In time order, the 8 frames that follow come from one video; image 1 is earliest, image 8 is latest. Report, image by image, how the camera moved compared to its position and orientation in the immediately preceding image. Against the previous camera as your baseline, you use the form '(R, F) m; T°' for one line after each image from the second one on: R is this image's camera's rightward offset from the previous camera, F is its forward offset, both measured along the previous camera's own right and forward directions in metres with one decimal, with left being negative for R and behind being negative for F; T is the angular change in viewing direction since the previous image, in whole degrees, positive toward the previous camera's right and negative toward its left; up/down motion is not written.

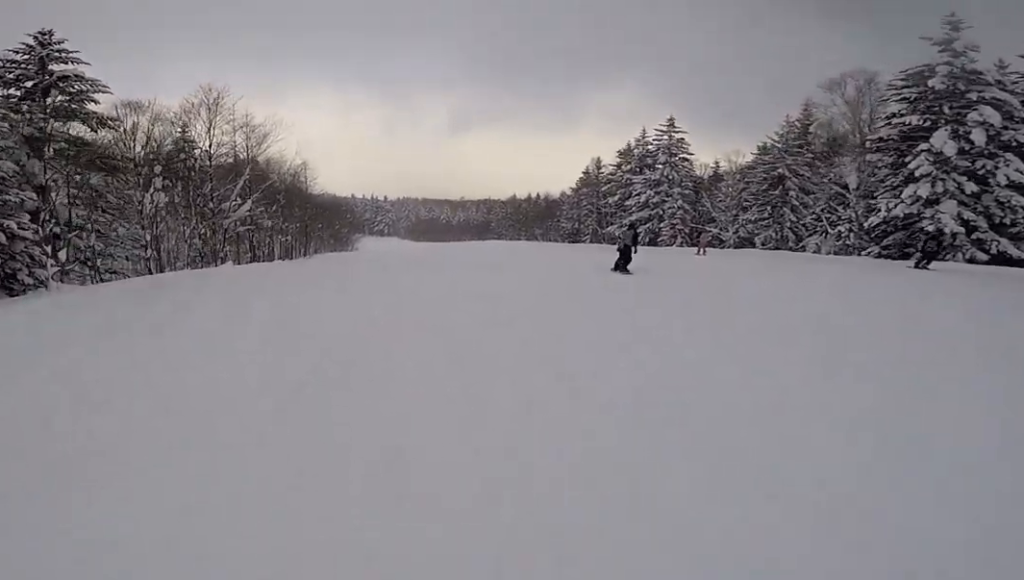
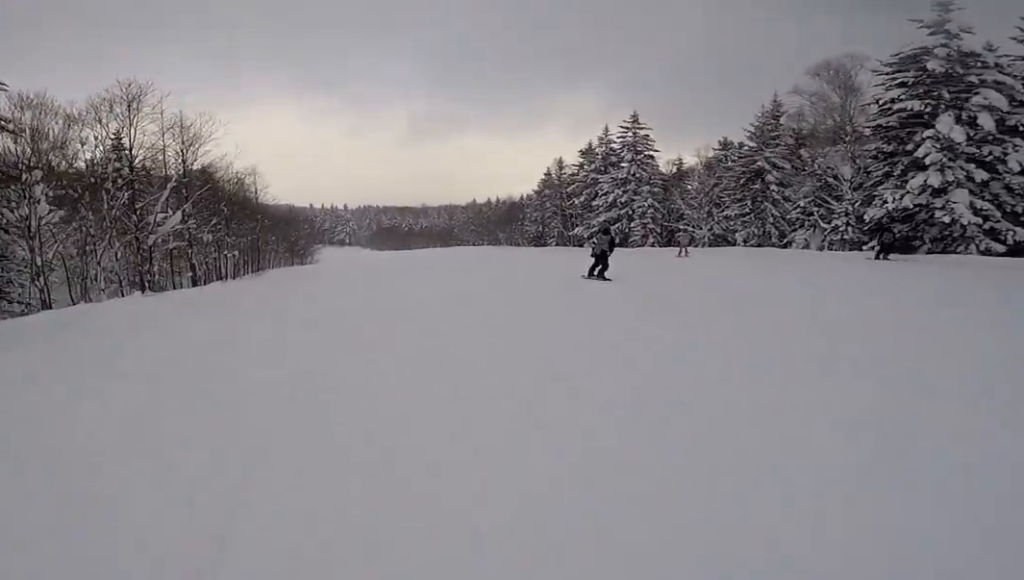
(-0.4, +3.7) m; +1°
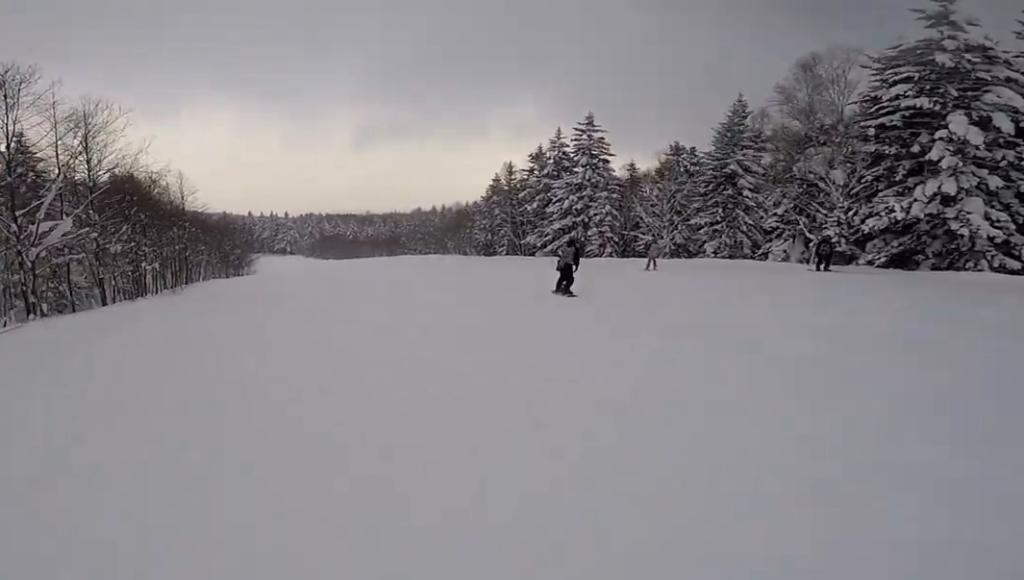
(+0.2, +3.8) m; 0°
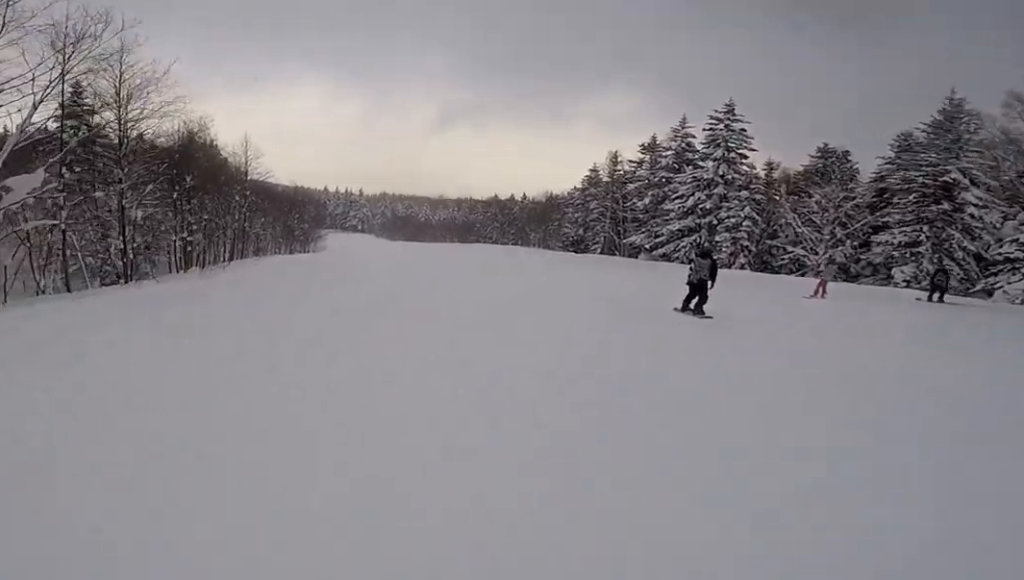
(+0.4, +6.7) m; -3°
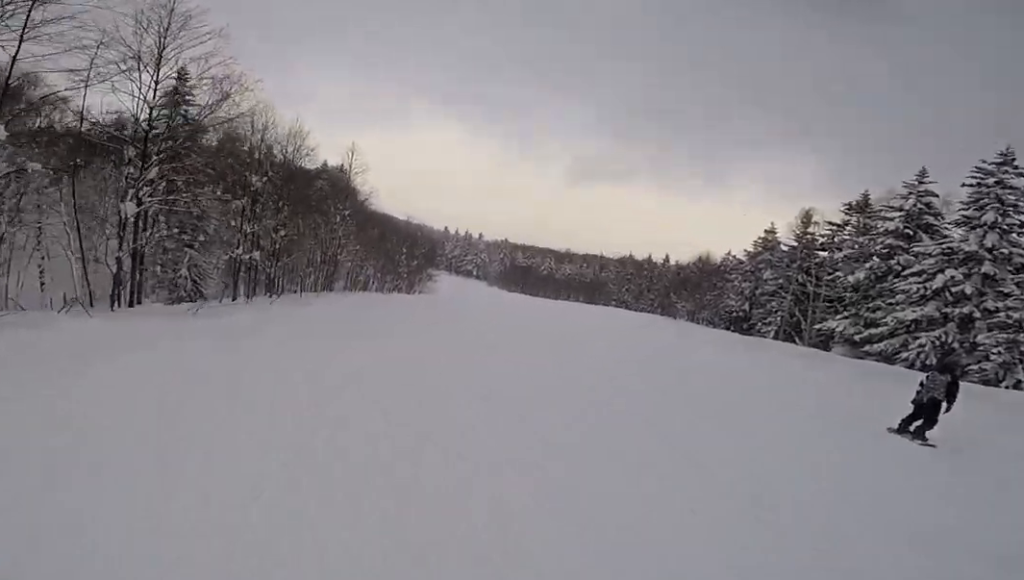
(-1.0, +9.0) m; -3°
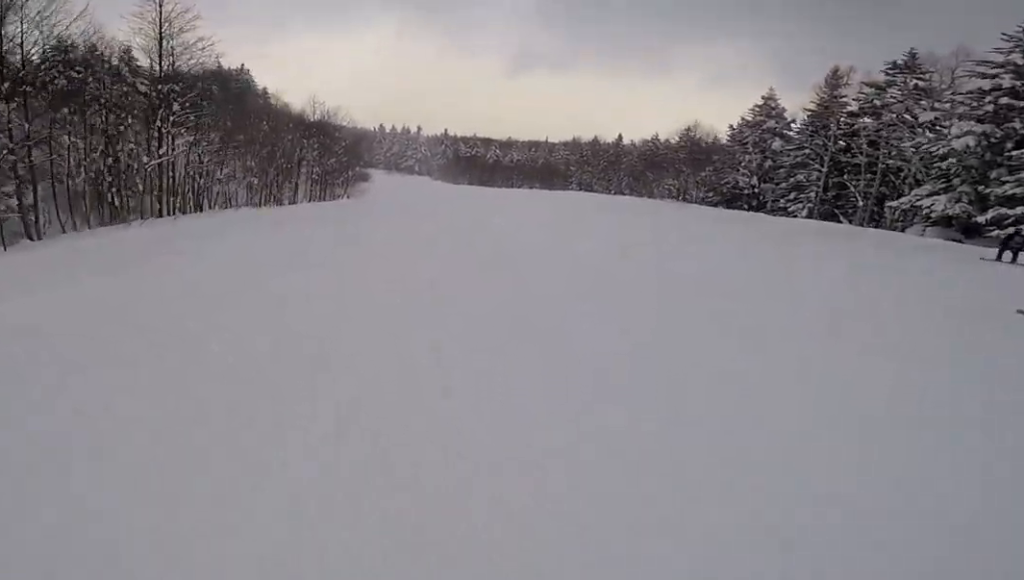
(+1.2, +14.3) m; +2°
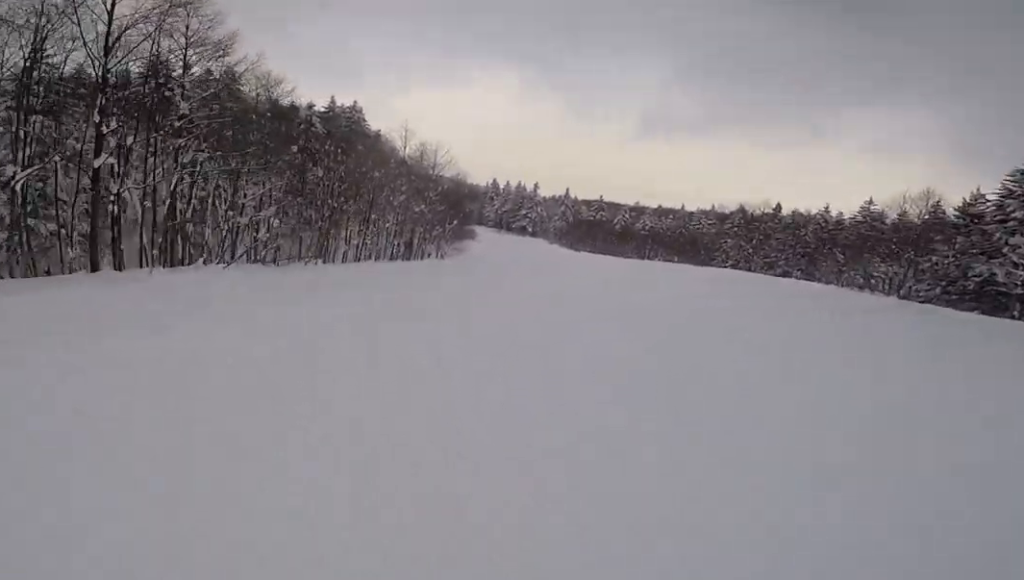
(-1.0, +10.3) m; -4°
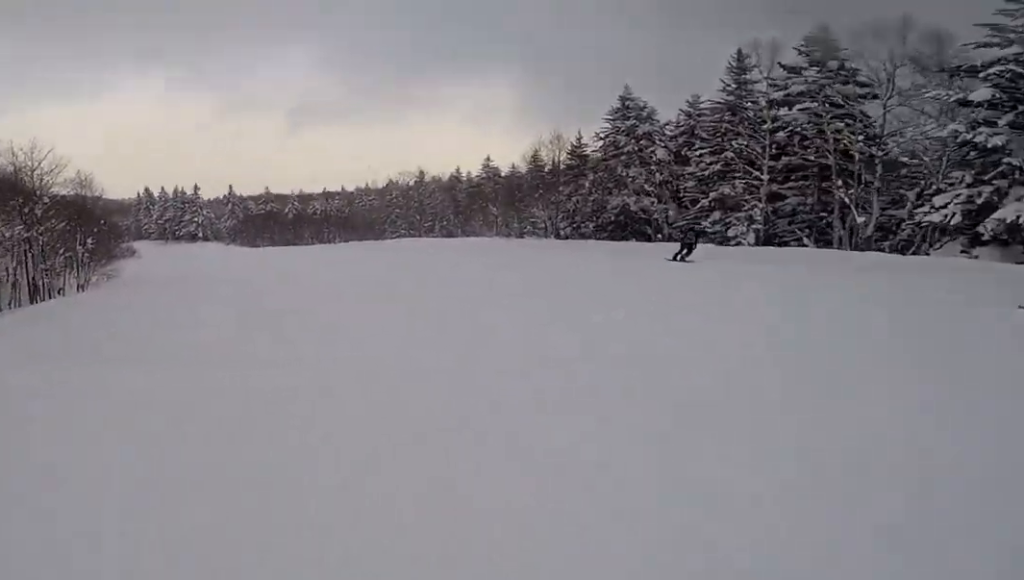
(0.0, +7.5) m; +6°
